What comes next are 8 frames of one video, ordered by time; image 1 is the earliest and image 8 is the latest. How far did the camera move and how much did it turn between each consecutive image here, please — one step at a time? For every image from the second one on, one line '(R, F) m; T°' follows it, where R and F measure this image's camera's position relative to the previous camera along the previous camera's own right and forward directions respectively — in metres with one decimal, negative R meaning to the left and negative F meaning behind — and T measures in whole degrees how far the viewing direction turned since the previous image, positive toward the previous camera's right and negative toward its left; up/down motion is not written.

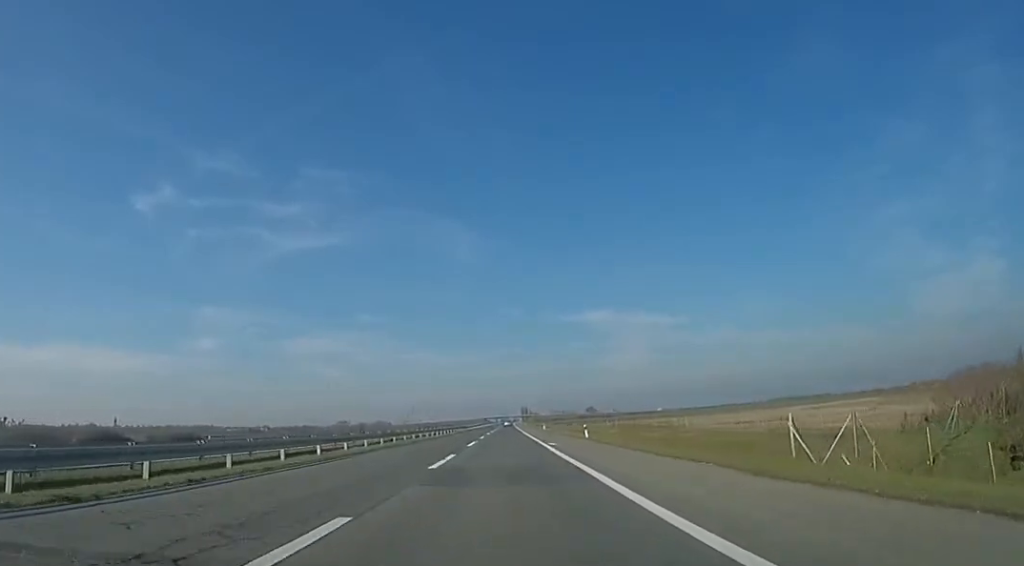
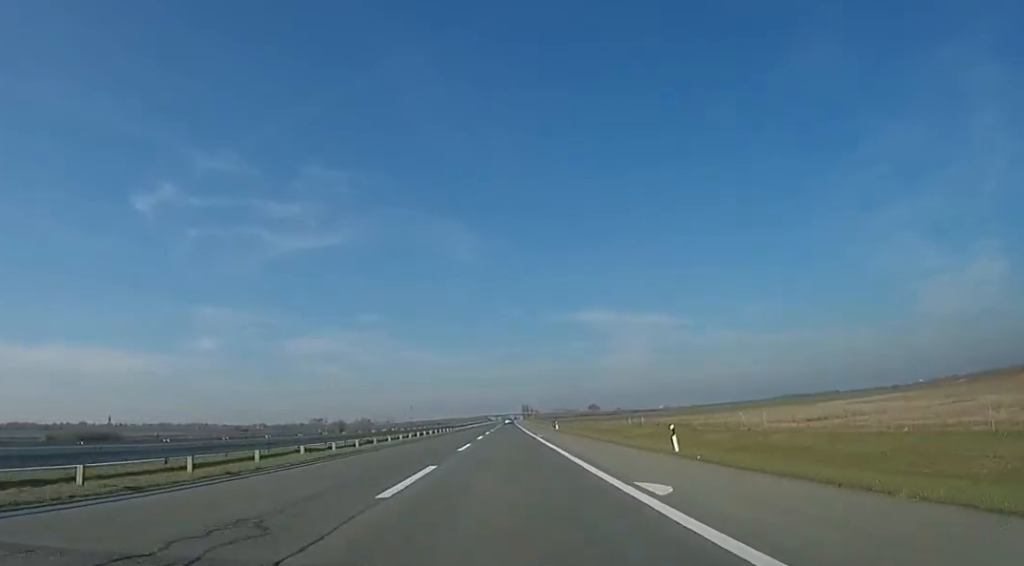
(0.0, +22.2) m; 0°
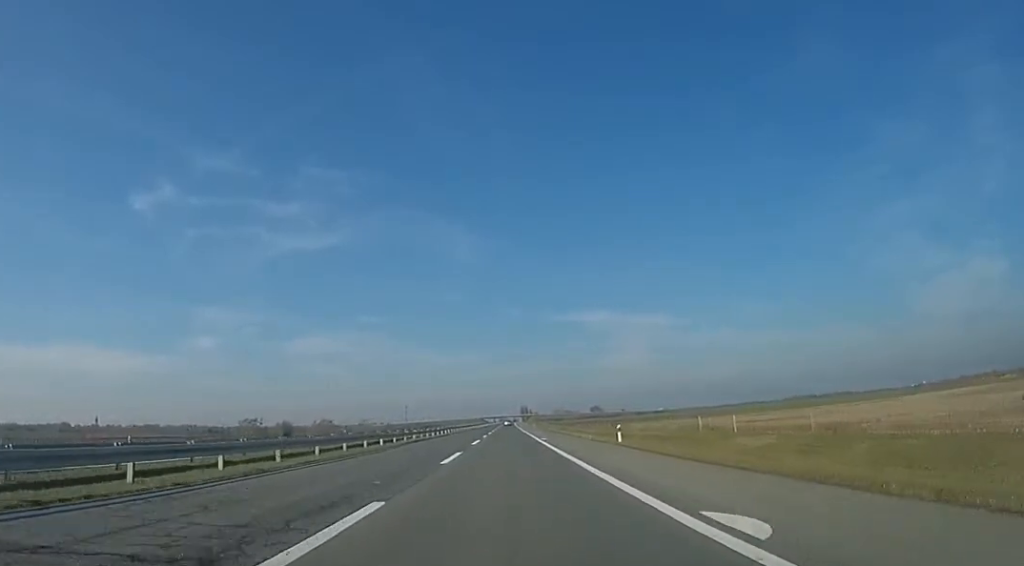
(+0.5, +38.5) m; +2°
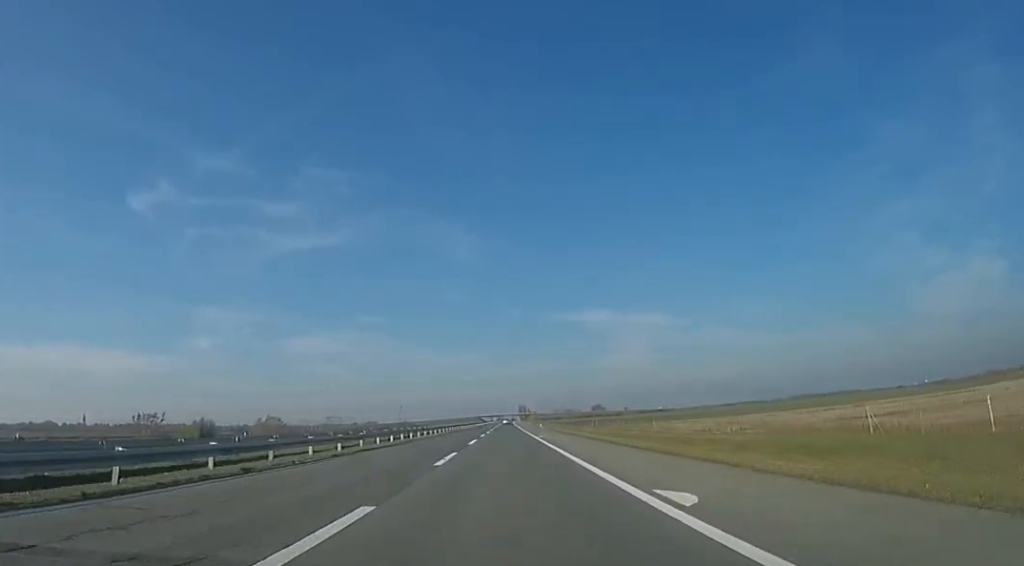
(+0.4, +32.6) m; 0°
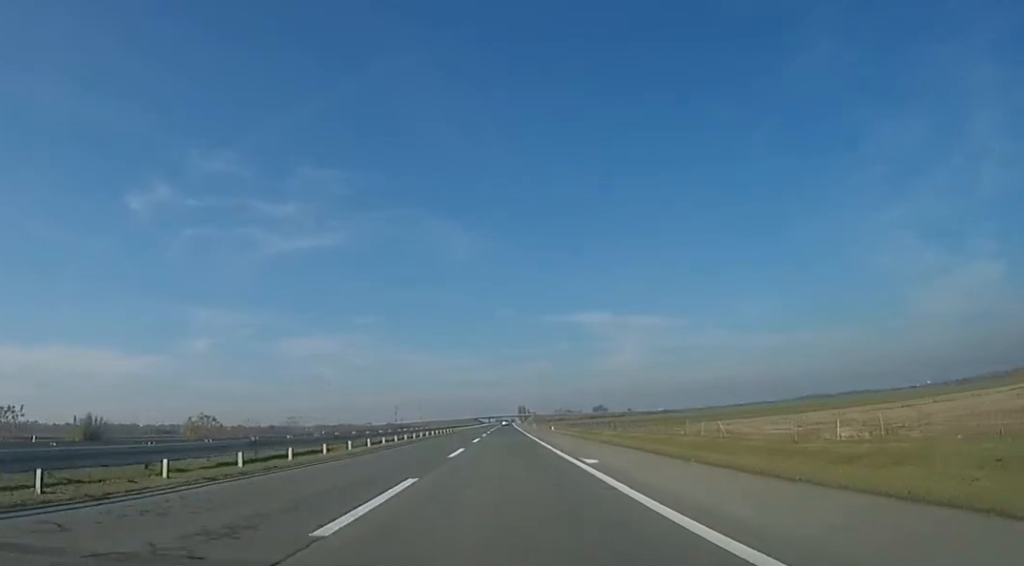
(-0.2, +26.1) m; -1°
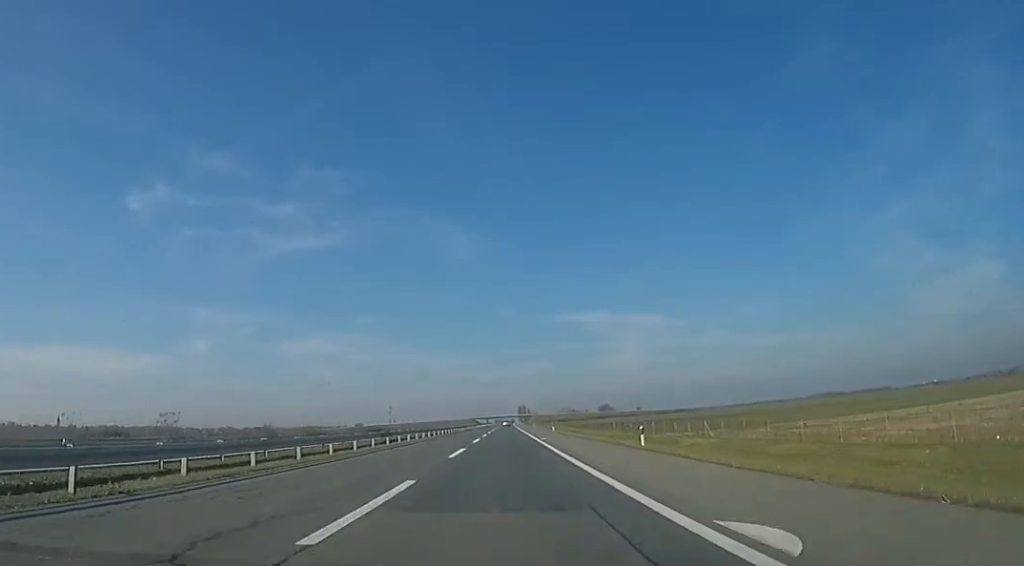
(-0.7, +47.4) m; +1°
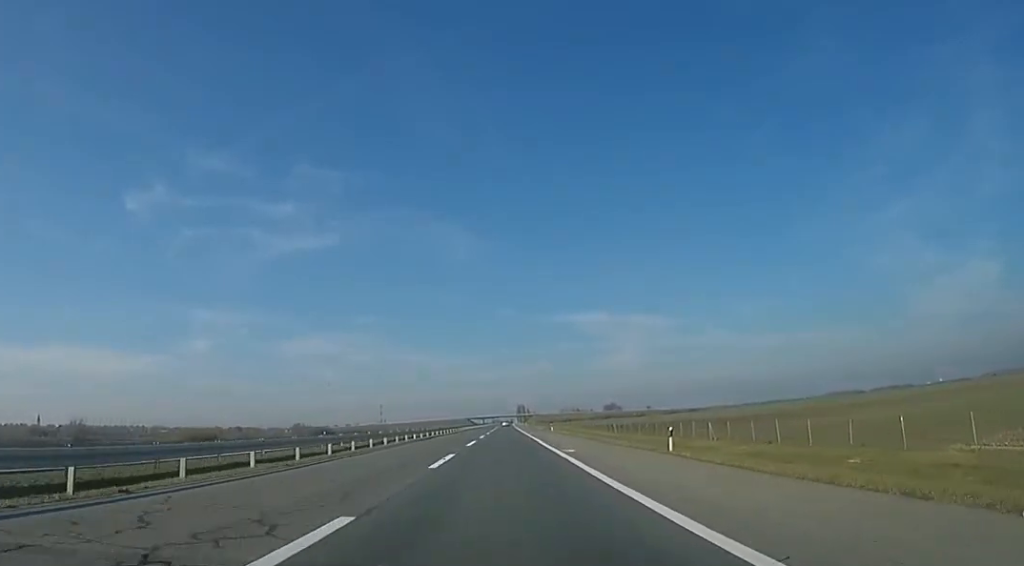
(+1.3, +52.1) m; 0°
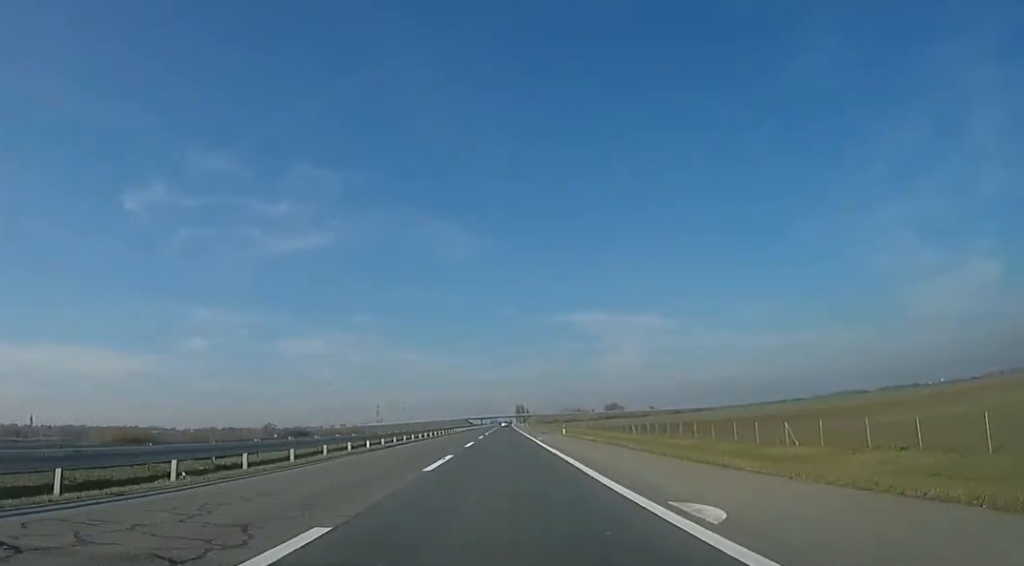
(-0.6, +16.2) m; -1°
